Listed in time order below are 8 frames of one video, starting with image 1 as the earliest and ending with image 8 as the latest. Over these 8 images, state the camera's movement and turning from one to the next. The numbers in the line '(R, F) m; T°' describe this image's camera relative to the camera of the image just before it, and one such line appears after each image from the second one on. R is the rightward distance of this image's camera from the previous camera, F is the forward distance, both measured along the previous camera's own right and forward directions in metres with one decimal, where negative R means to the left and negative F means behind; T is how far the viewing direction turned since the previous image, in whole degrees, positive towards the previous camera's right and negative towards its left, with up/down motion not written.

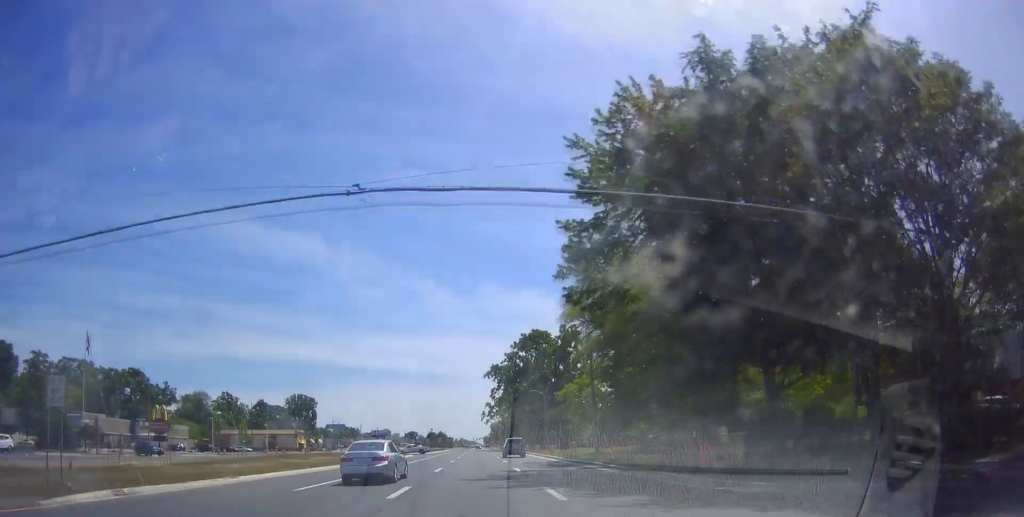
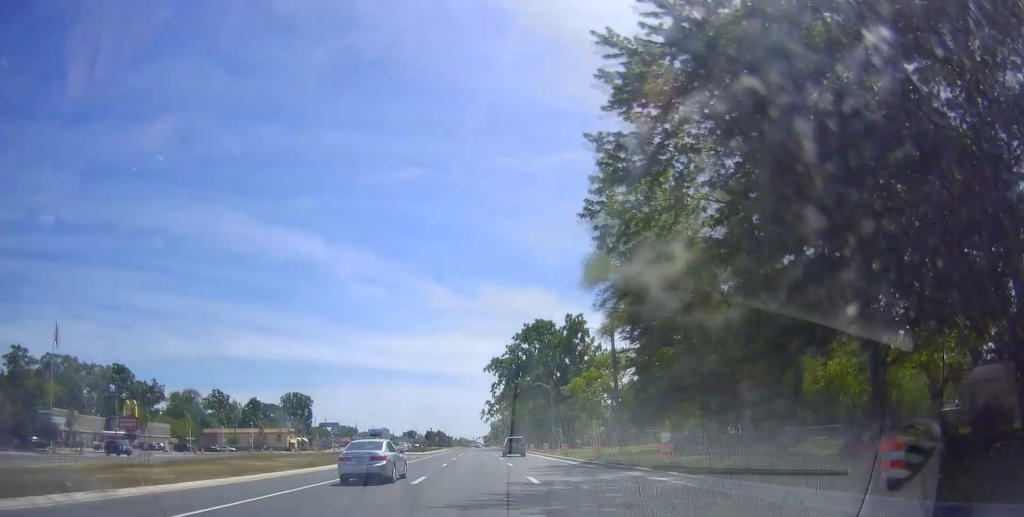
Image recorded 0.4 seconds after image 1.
(+0.1, +9.4) m; 0°
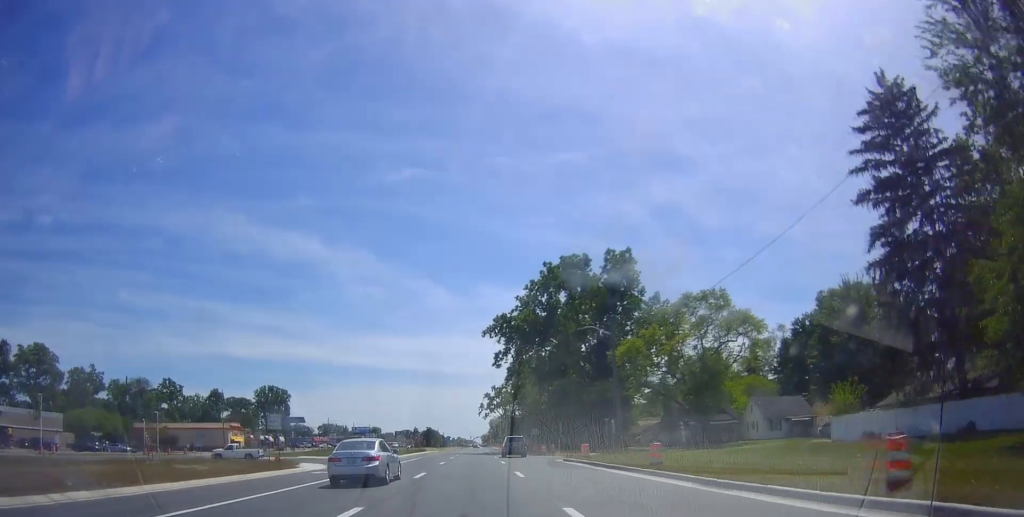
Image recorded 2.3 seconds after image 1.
(0.0, +41.3) m; 0°
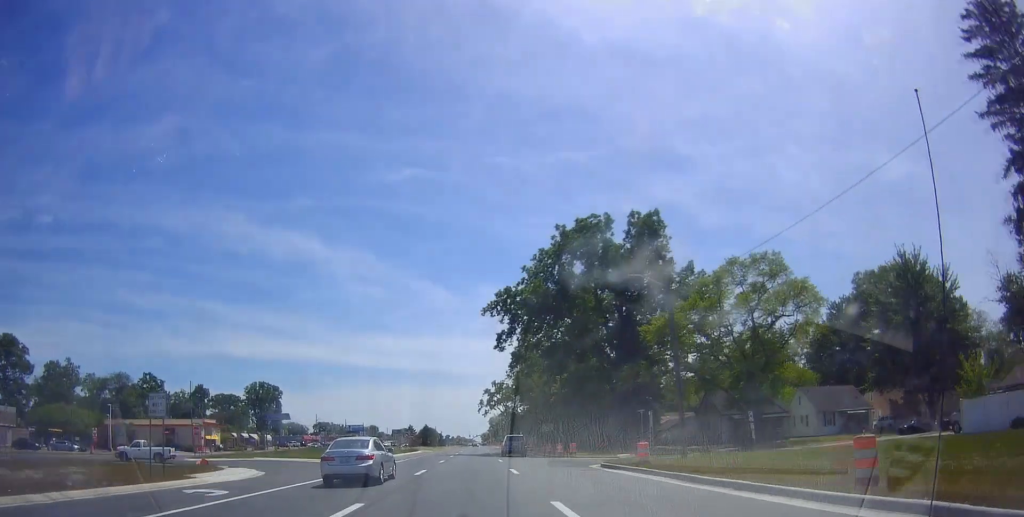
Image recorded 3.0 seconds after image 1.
(+0.5, +13.9) m; +1°
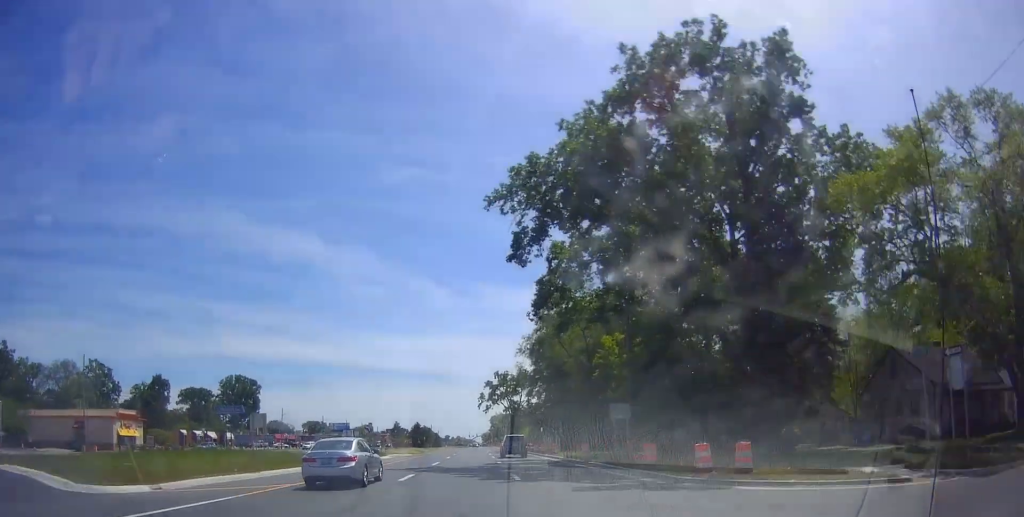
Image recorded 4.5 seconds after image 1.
(-0.1, +33.1) m; +1°
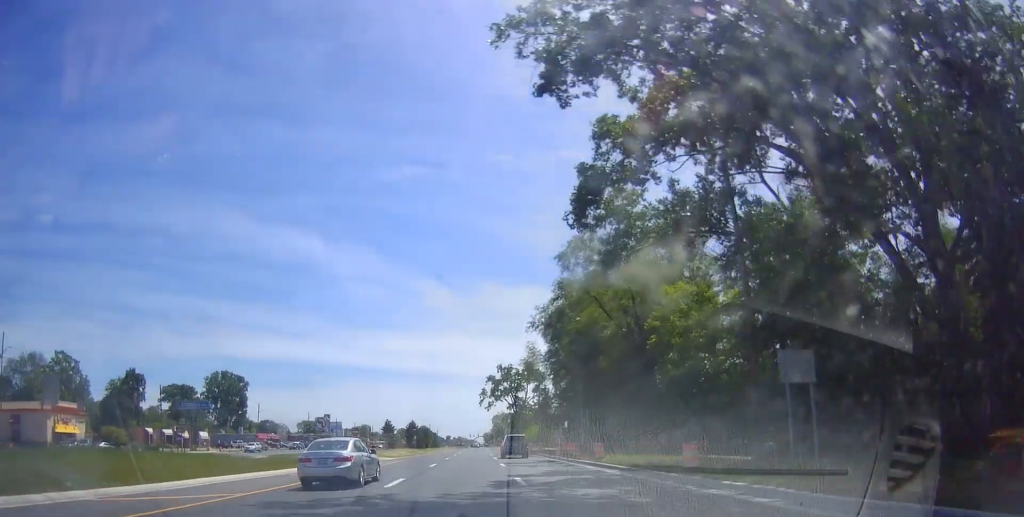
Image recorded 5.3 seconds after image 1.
(+0.2, +17.8) m; 0°
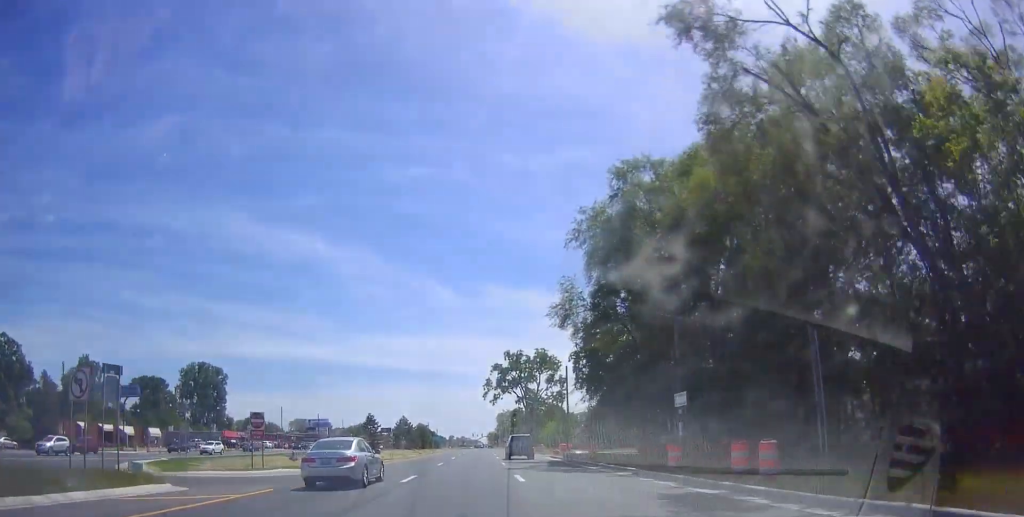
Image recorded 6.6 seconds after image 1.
(-0.6, +27.9) m; -3°
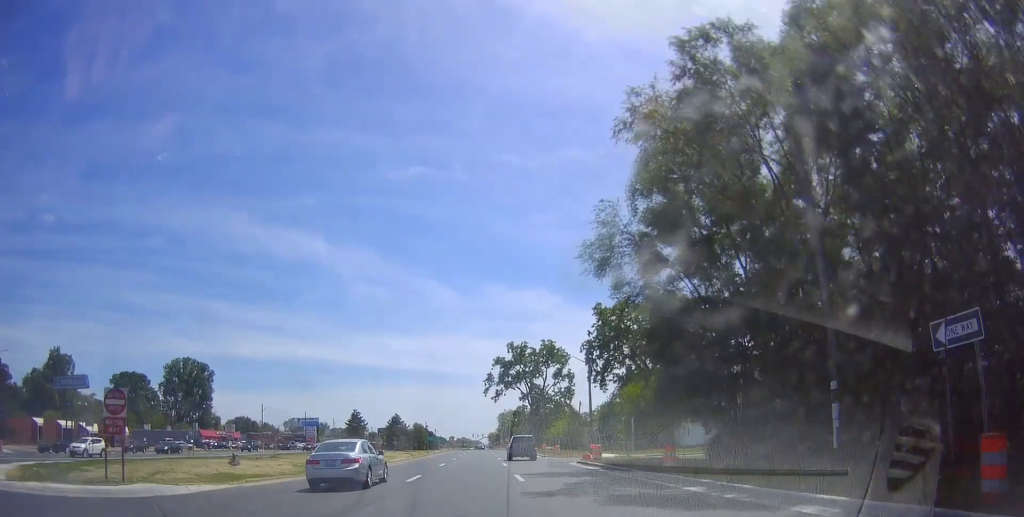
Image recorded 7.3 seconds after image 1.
(-0.2, +14.3) m; -1°
